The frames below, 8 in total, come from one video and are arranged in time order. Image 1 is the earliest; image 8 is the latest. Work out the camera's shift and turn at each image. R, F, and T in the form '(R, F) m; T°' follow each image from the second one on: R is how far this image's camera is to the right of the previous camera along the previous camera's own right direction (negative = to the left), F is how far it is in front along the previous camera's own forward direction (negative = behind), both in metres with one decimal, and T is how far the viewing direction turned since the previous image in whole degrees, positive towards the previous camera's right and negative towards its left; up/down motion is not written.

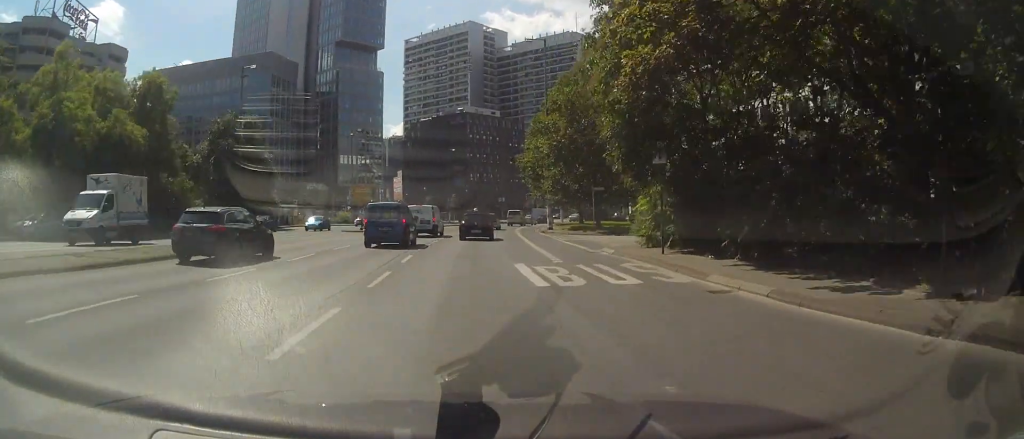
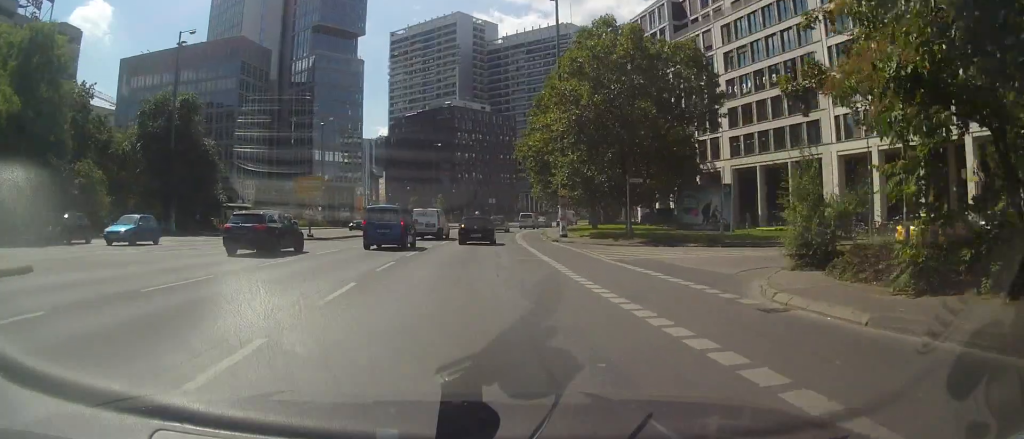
(+0.3, +13.6) m; +2°
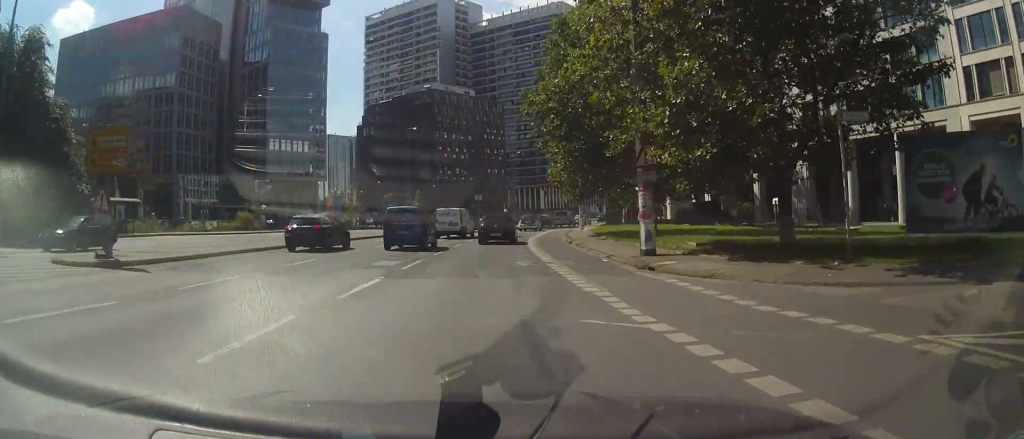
(+0.2, +22.2) m; +2°
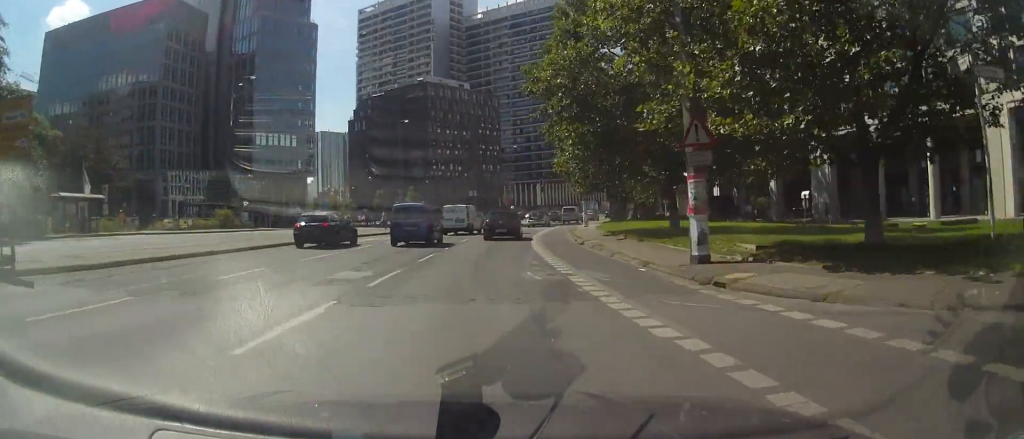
(0.0, +5.0) m; +1°
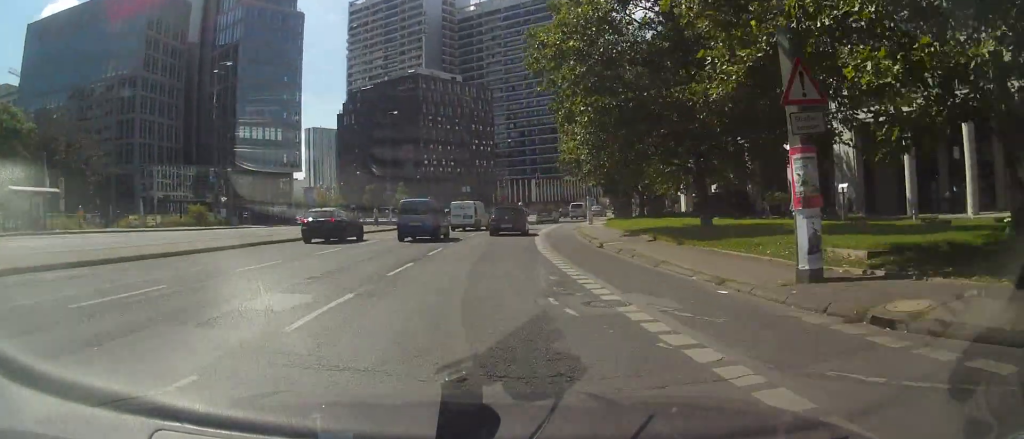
(+0.1, +5.5) m; +1°
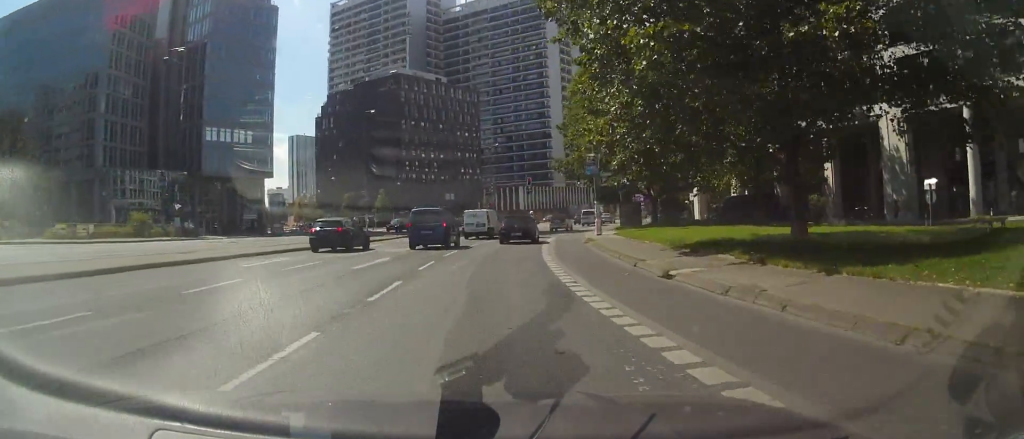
(+0.1, +8.8) m; +1°
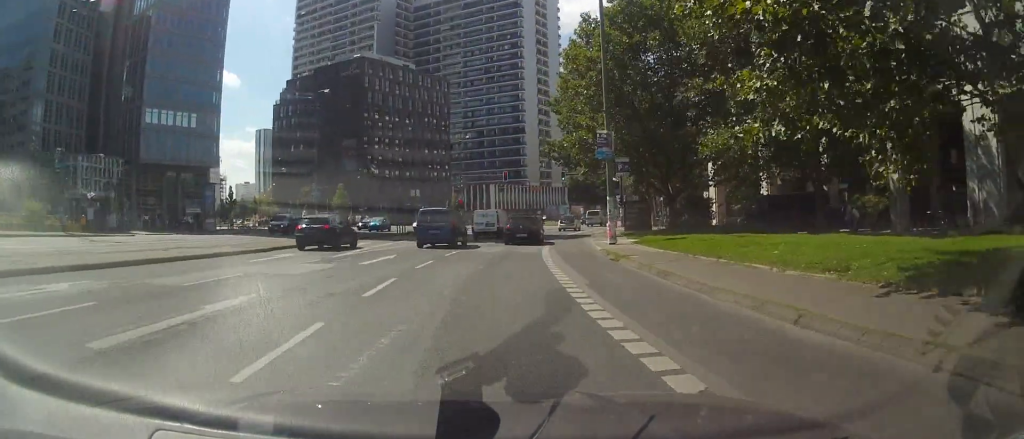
(0.0, +10.5) m; +2°
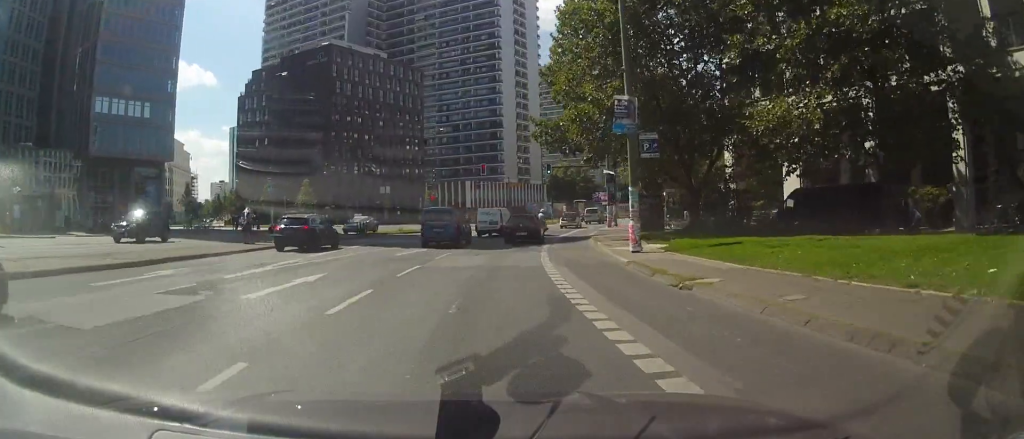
(0.0, +7.2) m; +3°
